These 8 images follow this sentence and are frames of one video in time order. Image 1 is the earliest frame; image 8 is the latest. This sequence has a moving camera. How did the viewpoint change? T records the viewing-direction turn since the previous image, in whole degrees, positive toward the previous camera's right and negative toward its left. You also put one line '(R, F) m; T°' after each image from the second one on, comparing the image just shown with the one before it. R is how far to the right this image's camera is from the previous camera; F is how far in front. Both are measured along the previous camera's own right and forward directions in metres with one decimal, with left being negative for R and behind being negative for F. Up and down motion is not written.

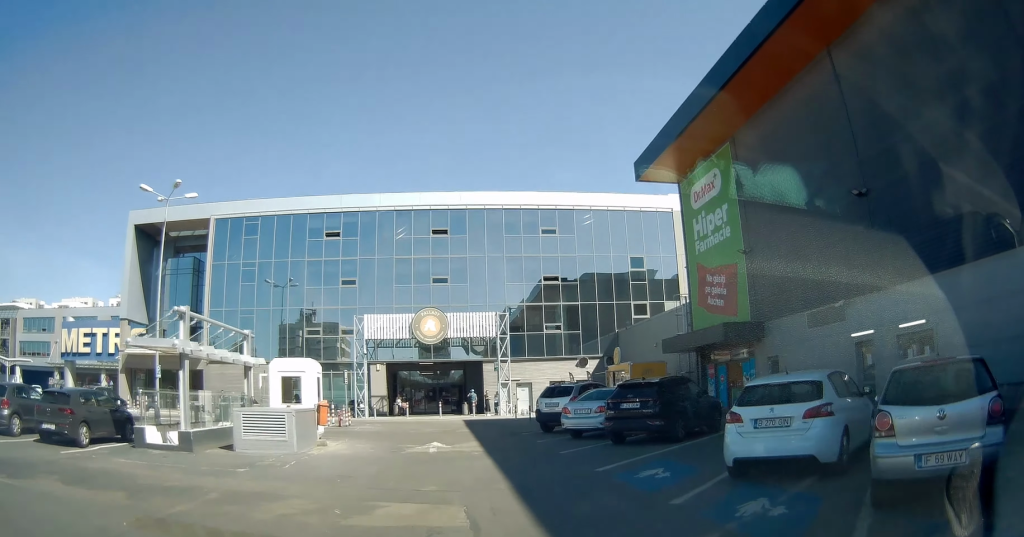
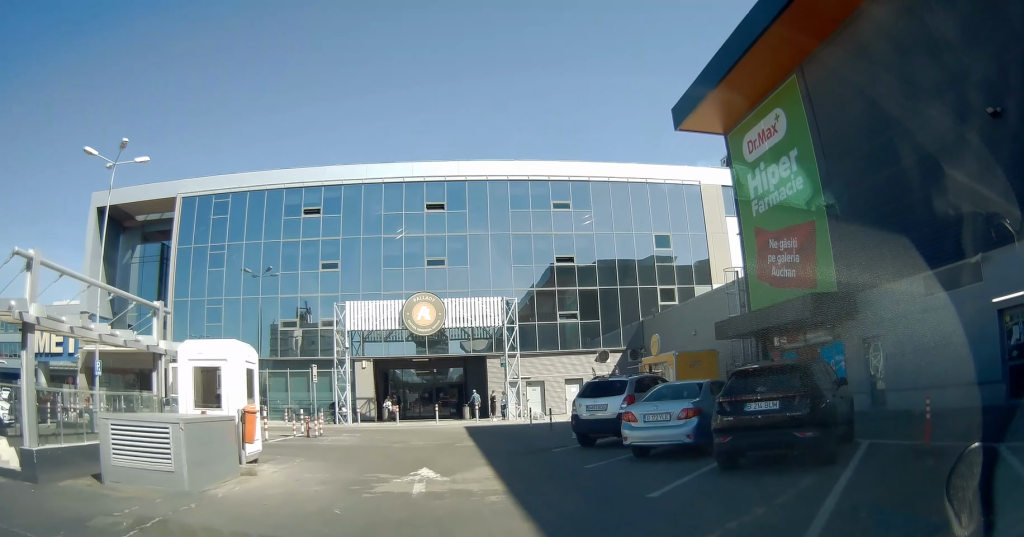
(-0.4, +6.2) m; -5°
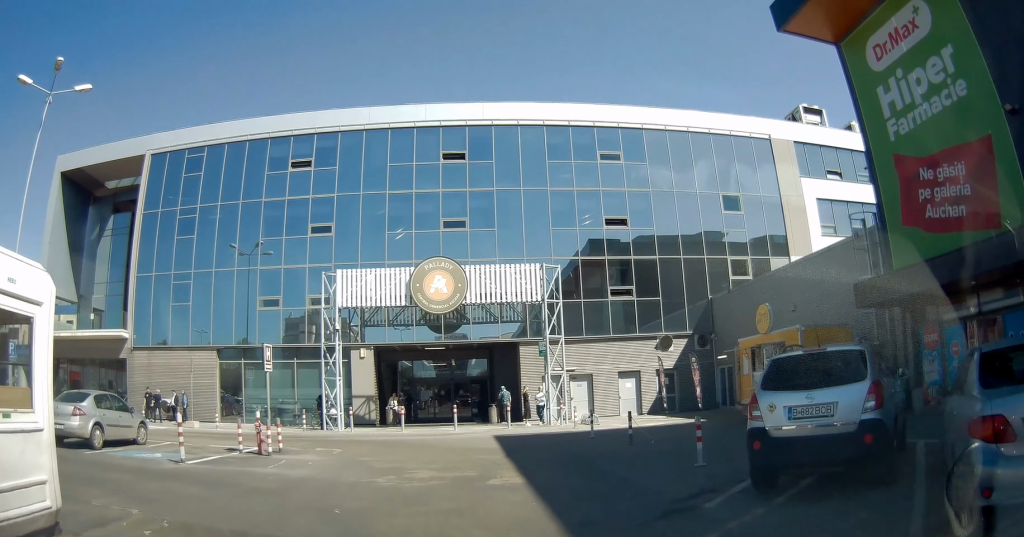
(+0.2, +8.3) m; -1°
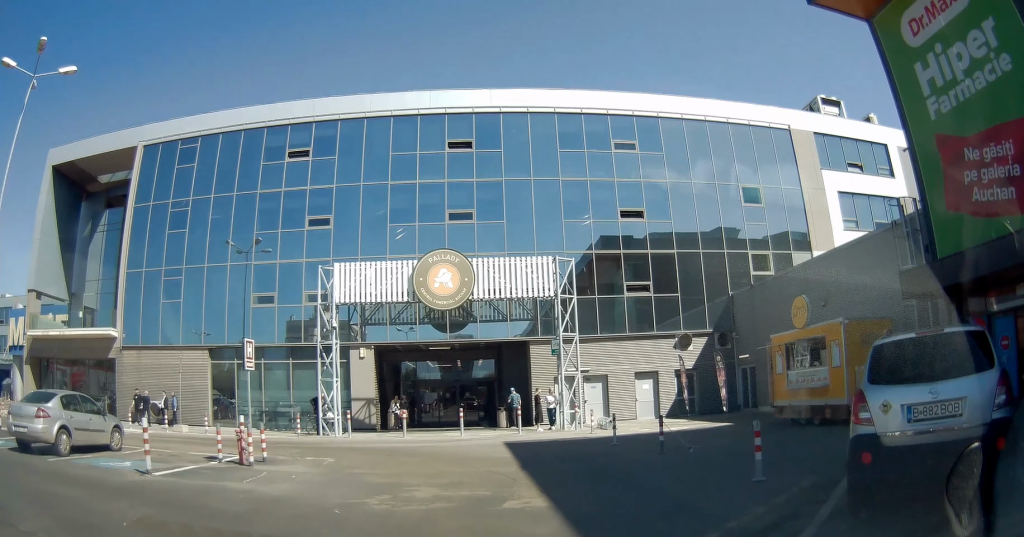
(0.0, +1.9) m; -2°
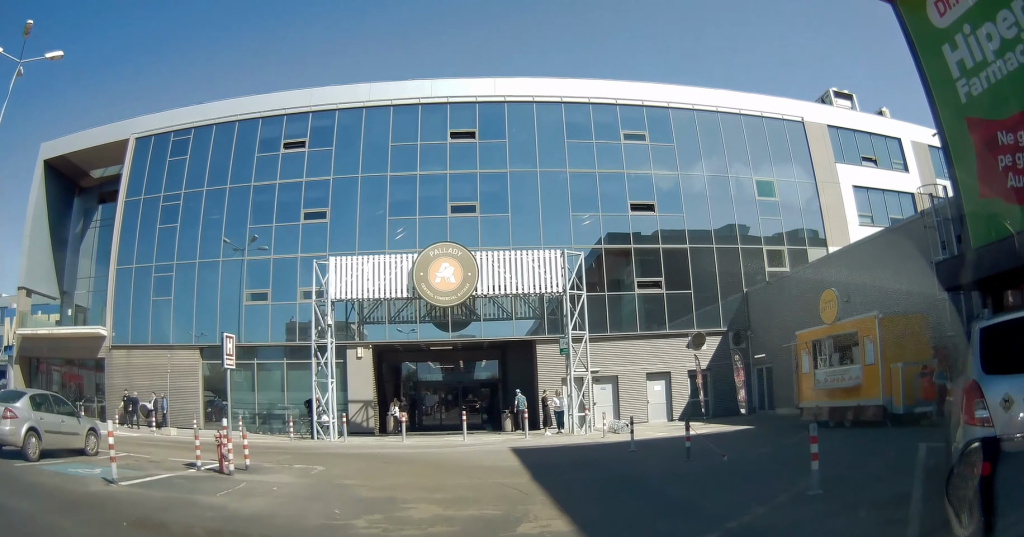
(-0.1, +1.4) m; 0°
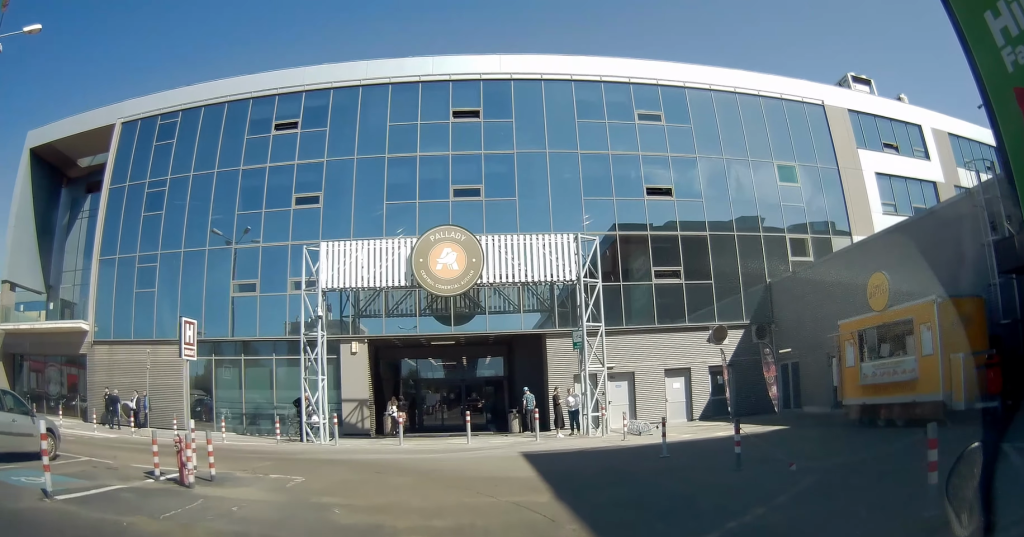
(-0.1, +2.1) m; 0°
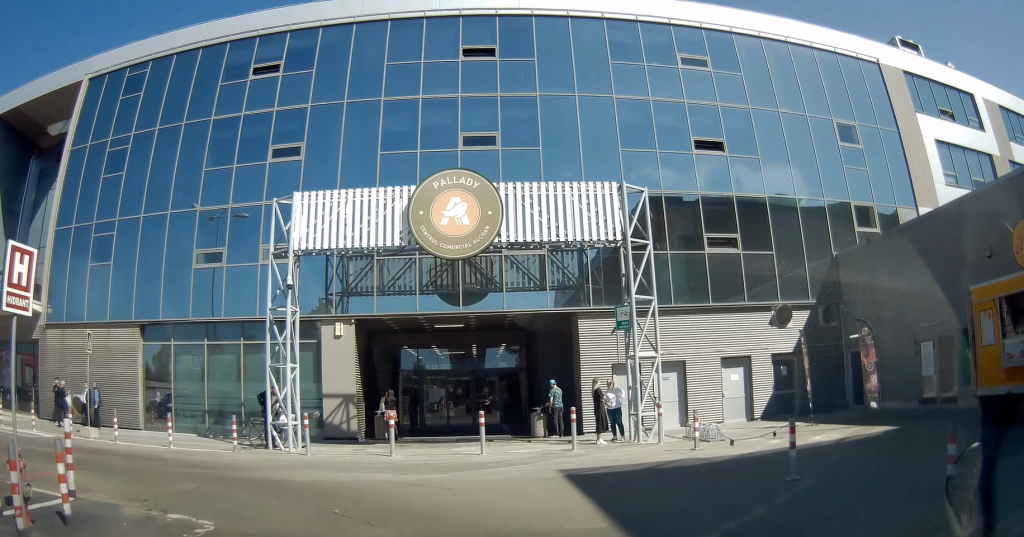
(+0.2, +4.7) m; -1°
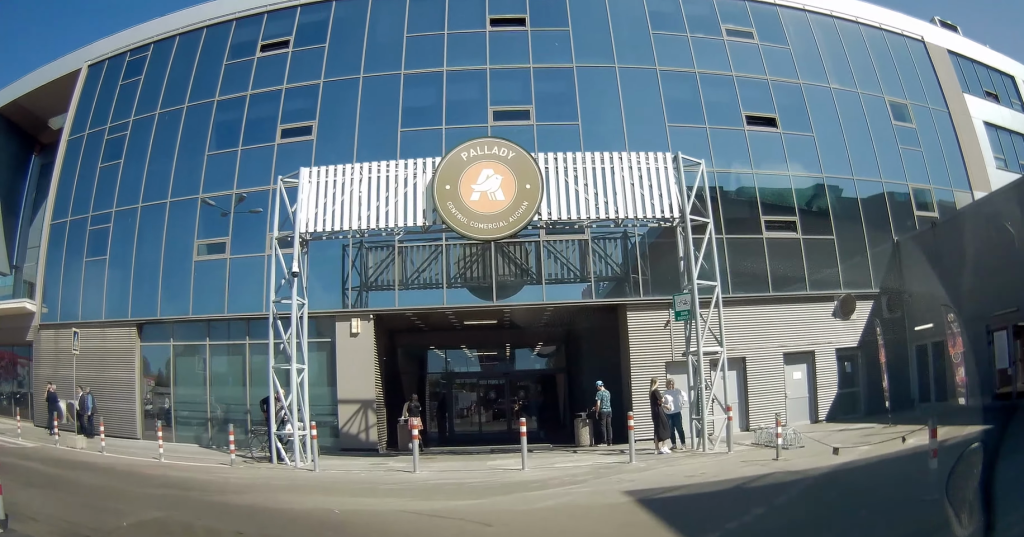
(0.0, +2.3) m; -5°
